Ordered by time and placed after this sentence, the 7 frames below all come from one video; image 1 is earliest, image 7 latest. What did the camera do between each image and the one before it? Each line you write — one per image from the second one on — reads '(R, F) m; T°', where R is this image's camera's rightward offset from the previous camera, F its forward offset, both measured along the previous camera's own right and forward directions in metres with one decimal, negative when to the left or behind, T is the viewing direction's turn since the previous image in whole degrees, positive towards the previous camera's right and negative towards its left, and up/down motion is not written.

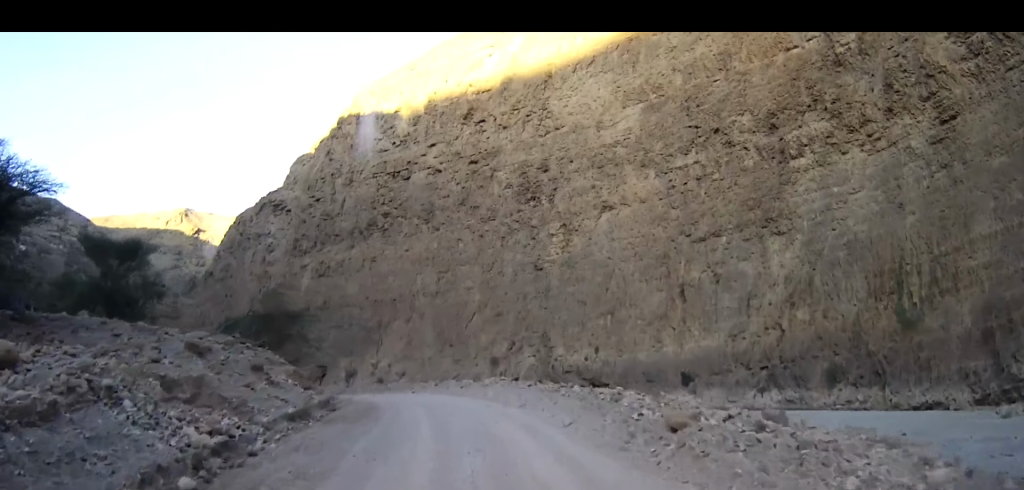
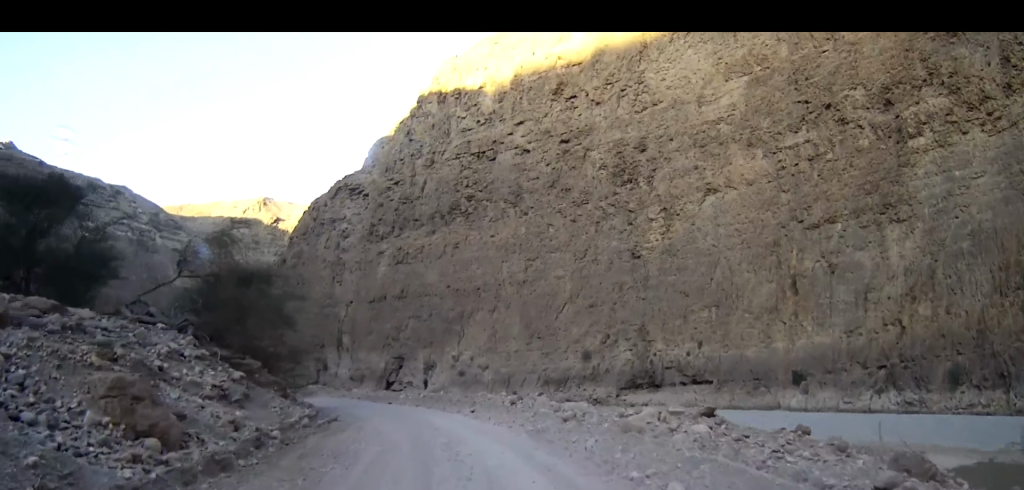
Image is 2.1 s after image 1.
(-1.6, +19.9) m; -9°
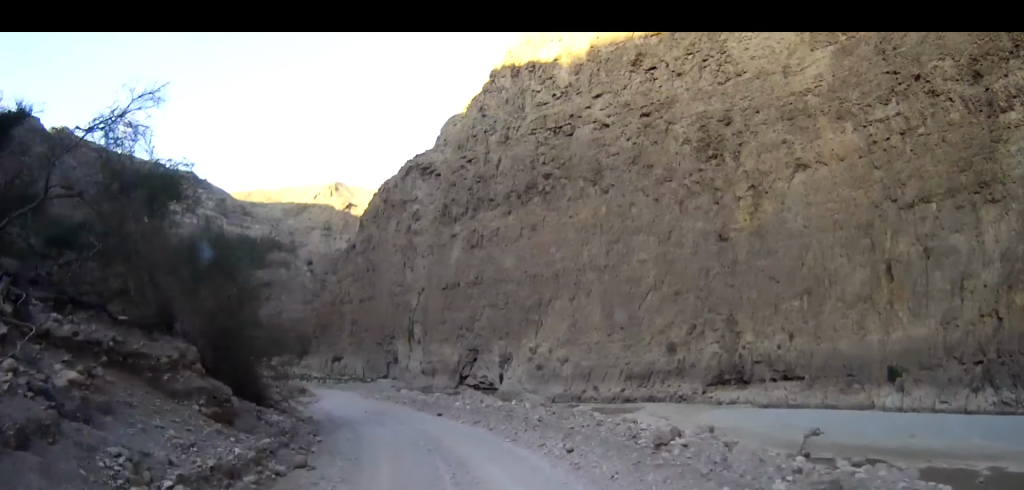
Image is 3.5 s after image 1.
(-0.7, +11.4) m; -8°
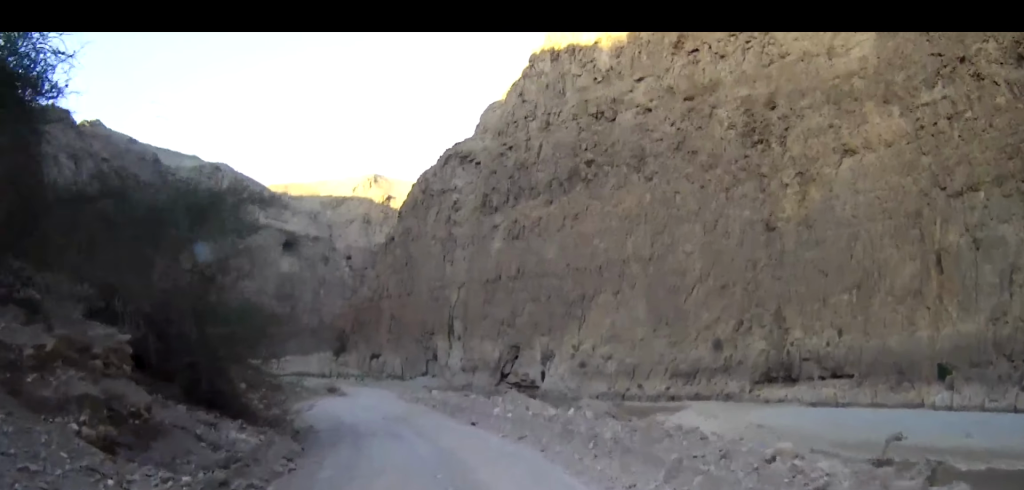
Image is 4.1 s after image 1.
(-0.1, +4.6) m; -4°
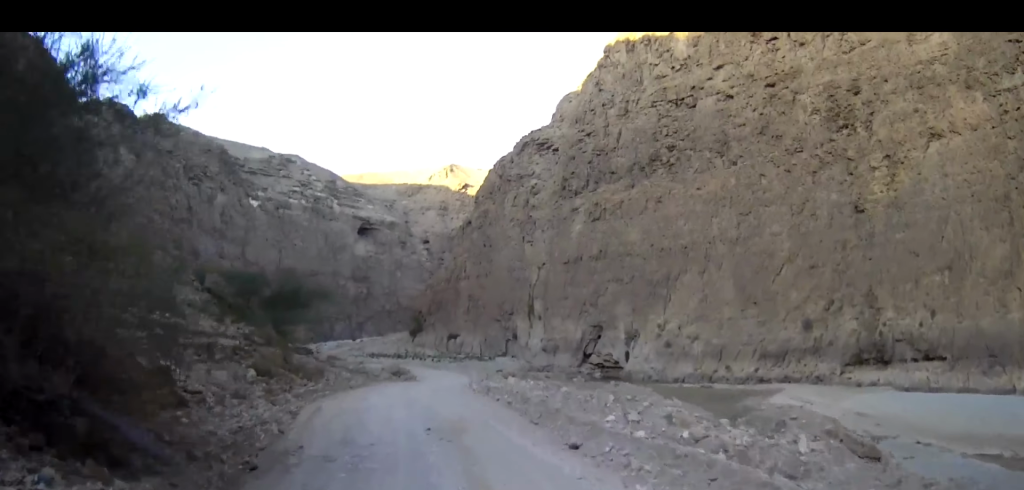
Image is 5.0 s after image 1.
(-0.3, +7.1) m; -6°
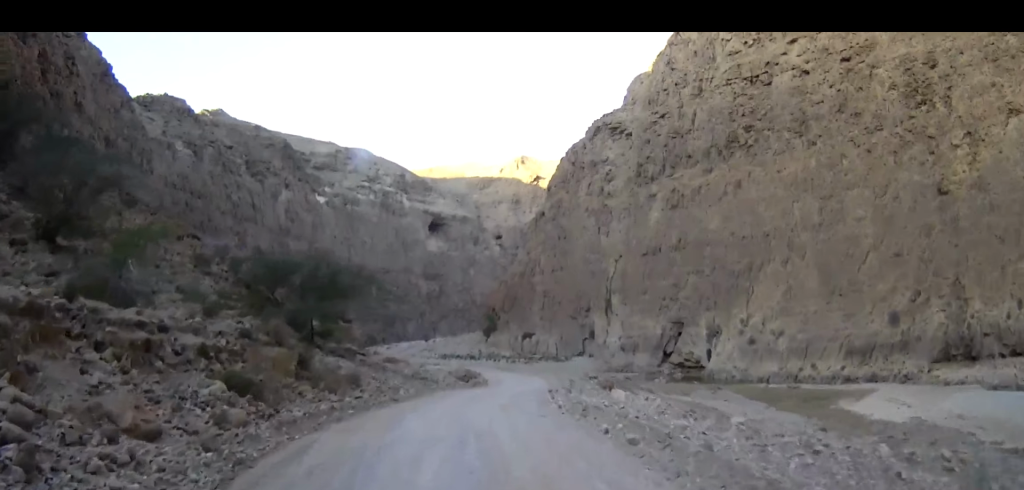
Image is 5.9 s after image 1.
(-0.4, +8.1) m; -5°
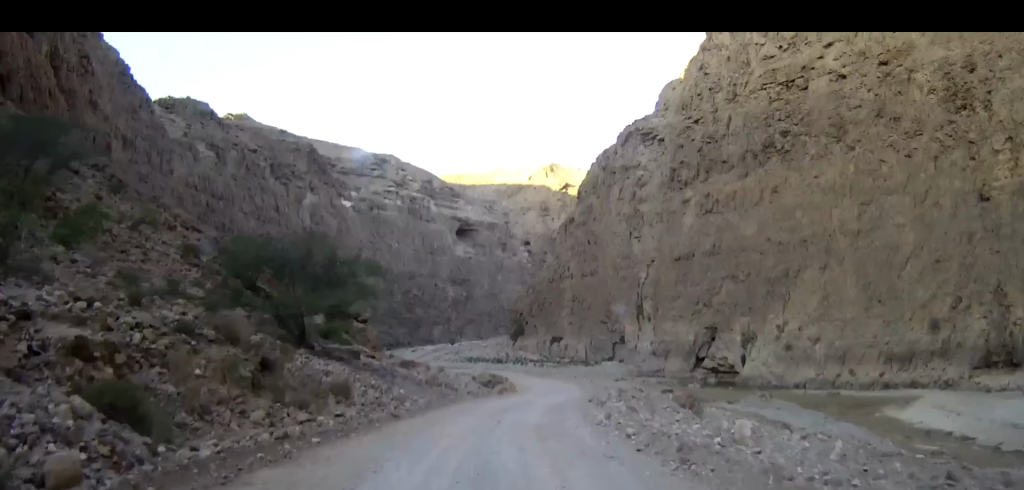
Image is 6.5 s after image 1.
(-0.2, +6.5) m; -1°
